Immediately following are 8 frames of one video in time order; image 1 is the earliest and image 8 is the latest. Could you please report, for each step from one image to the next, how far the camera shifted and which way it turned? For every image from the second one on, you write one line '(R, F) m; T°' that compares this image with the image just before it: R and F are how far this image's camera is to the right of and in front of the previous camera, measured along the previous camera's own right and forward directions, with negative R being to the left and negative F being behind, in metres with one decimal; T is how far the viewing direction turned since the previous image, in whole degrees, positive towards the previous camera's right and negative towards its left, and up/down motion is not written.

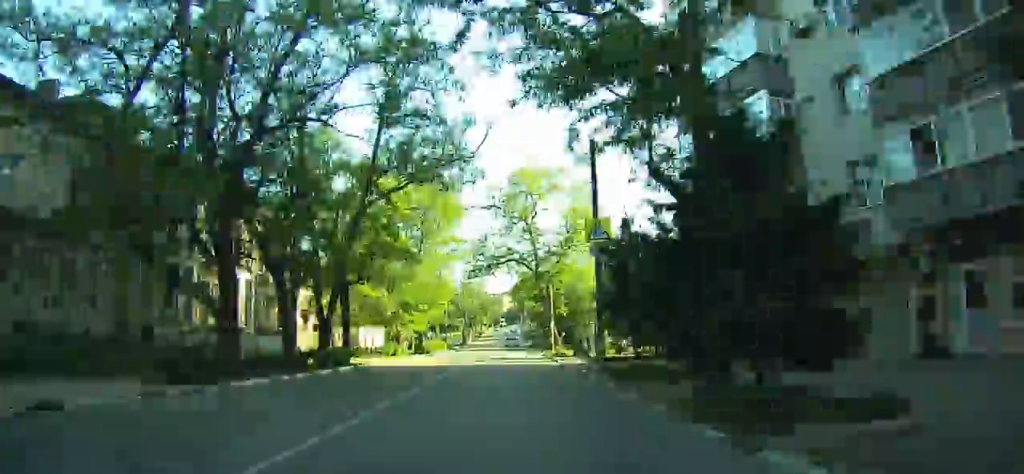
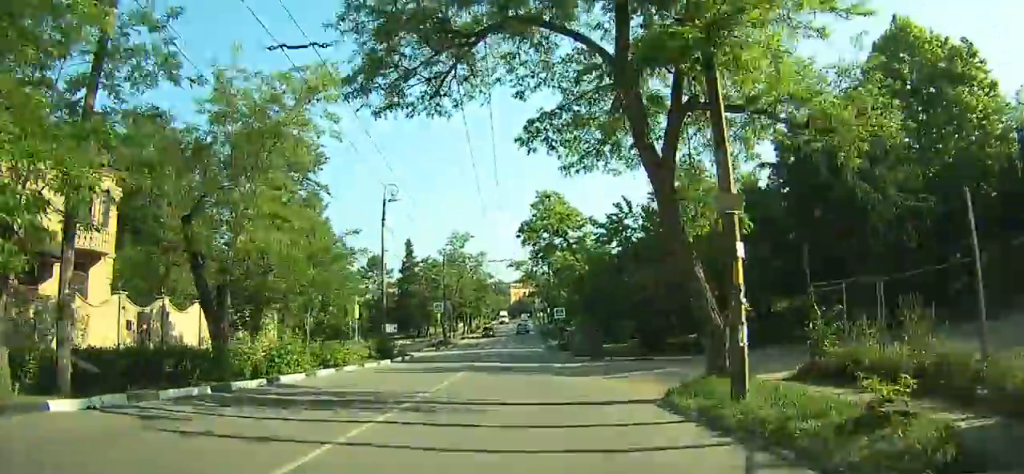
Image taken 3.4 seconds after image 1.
(-0.4, +34.5) m; -1°
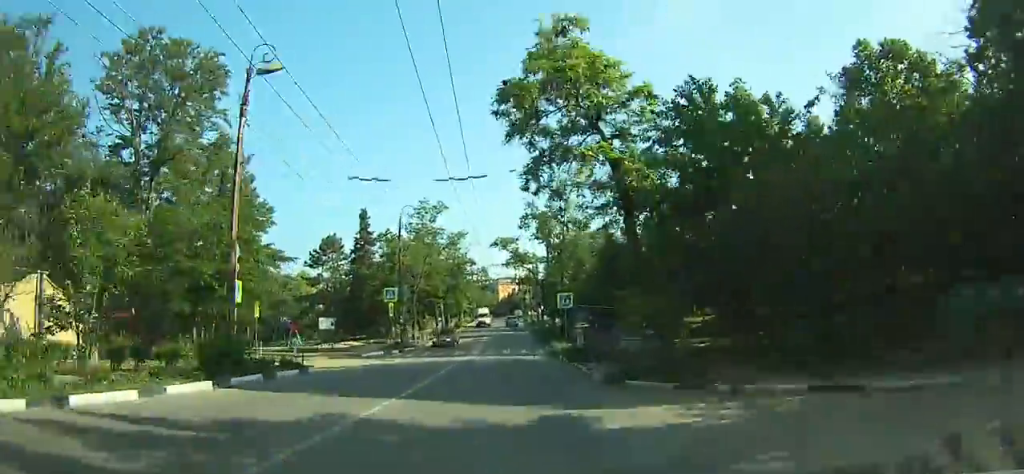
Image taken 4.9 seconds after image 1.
(+0.2, +15.7) m; 0°
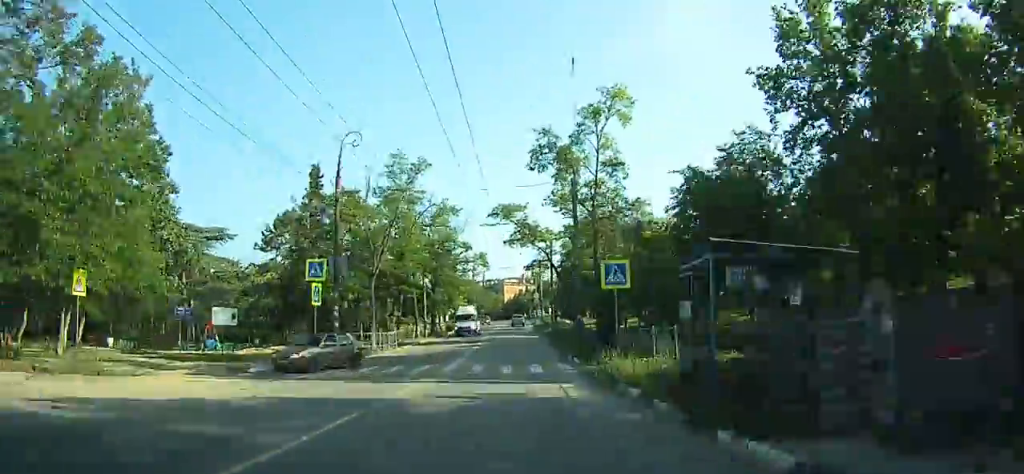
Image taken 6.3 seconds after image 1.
(-0.1, +14.8) m; 0°
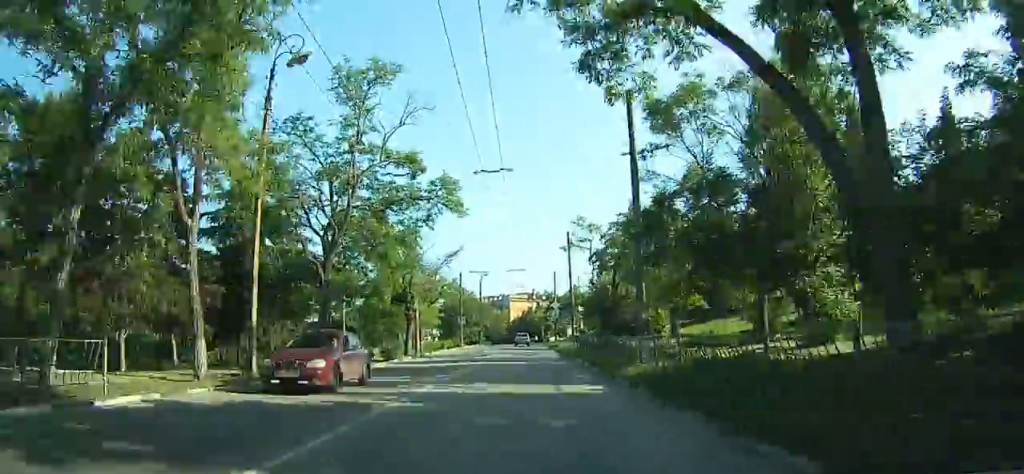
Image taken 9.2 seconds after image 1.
(-0.1, +31.2) m; 0°
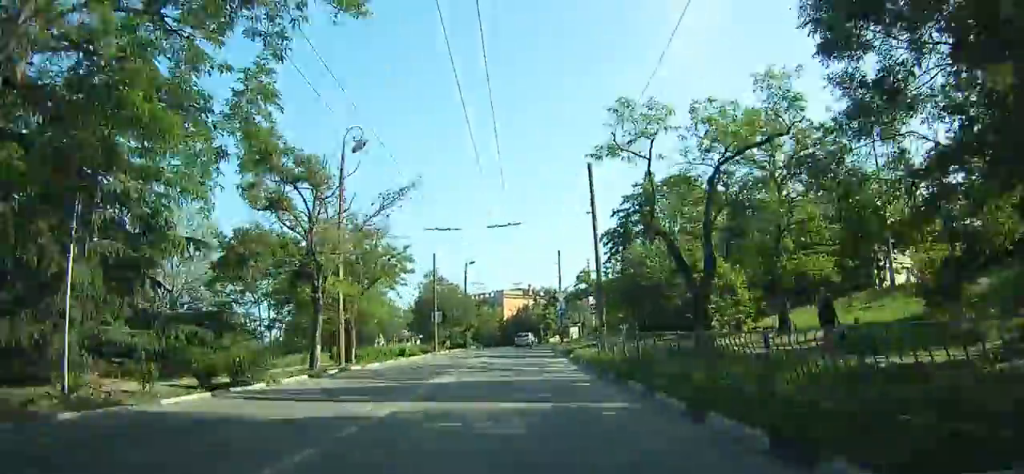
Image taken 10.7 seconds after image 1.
(+0.2, +16.5) m; 0°
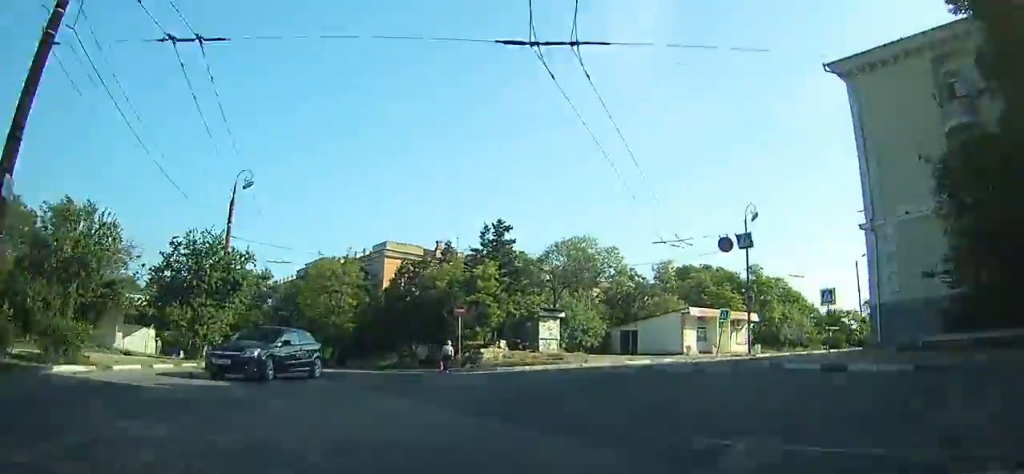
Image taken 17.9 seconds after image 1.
(+2.2, +70.4) m; +13°
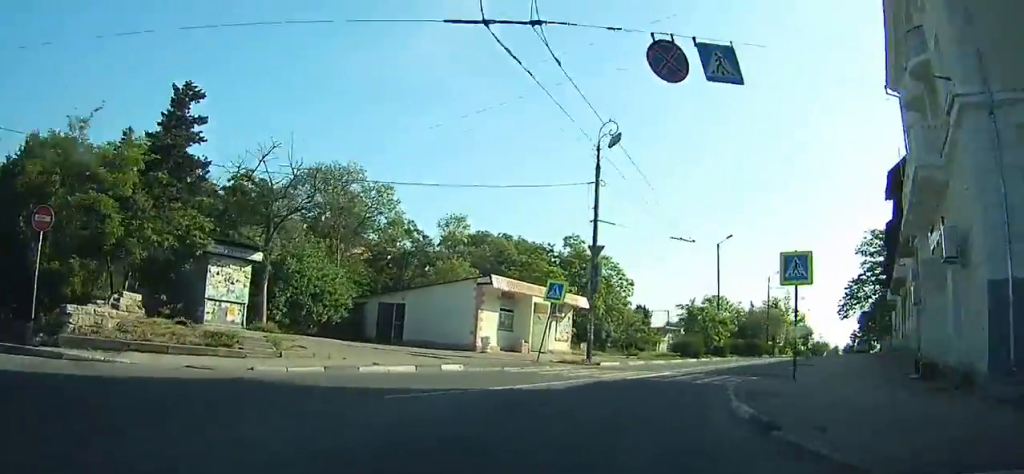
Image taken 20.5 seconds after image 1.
(+1.9, +20.7) m; +19°
